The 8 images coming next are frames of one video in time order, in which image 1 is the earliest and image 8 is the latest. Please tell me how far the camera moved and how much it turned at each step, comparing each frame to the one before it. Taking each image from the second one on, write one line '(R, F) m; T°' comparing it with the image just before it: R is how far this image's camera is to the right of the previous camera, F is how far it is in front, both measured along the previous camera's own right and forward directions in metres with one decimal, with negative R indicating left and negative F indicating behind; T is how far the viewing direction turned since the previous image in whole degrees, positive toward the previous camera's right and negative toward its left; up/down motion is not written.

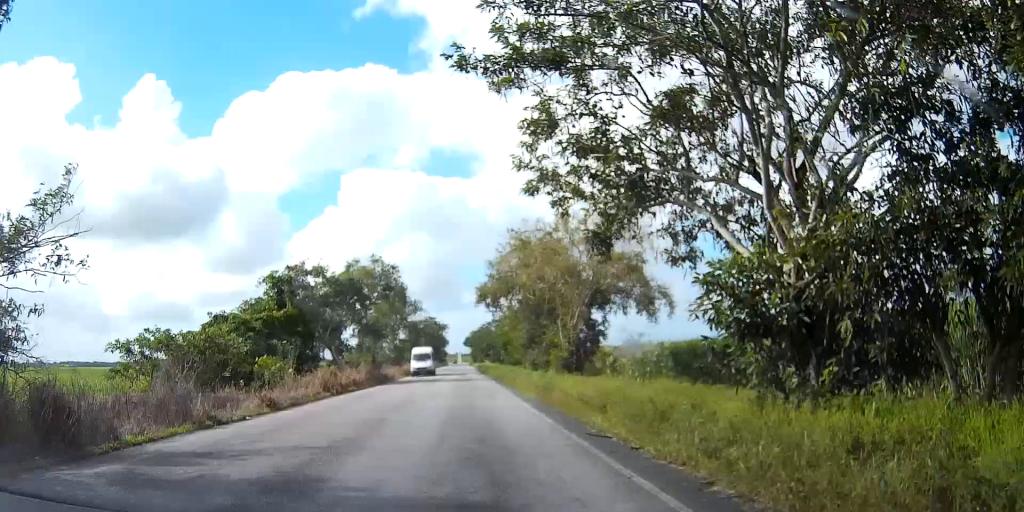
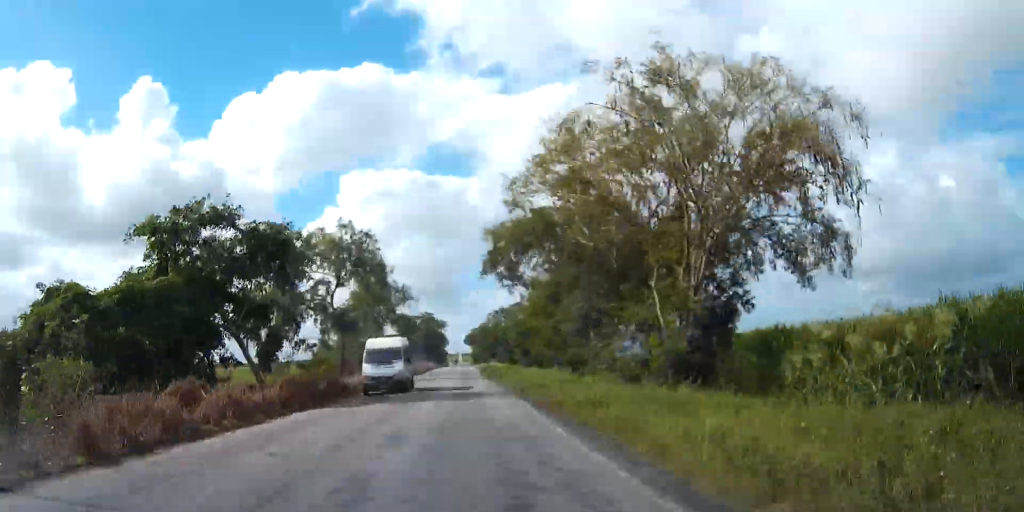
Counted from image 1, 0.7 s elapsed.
(0.0, +19.9) m; 0°
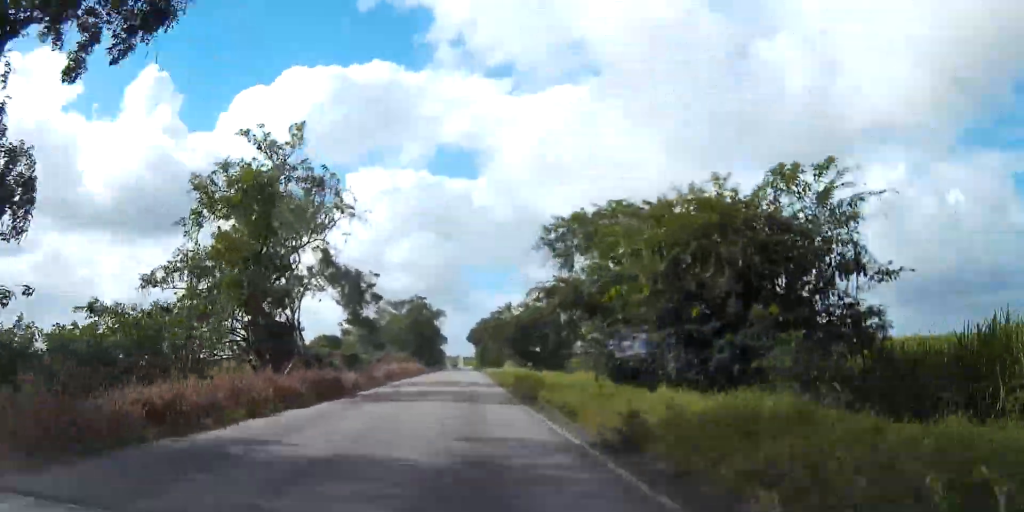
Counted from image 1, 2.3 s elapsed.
(+0.3, +44.4) m; +1°
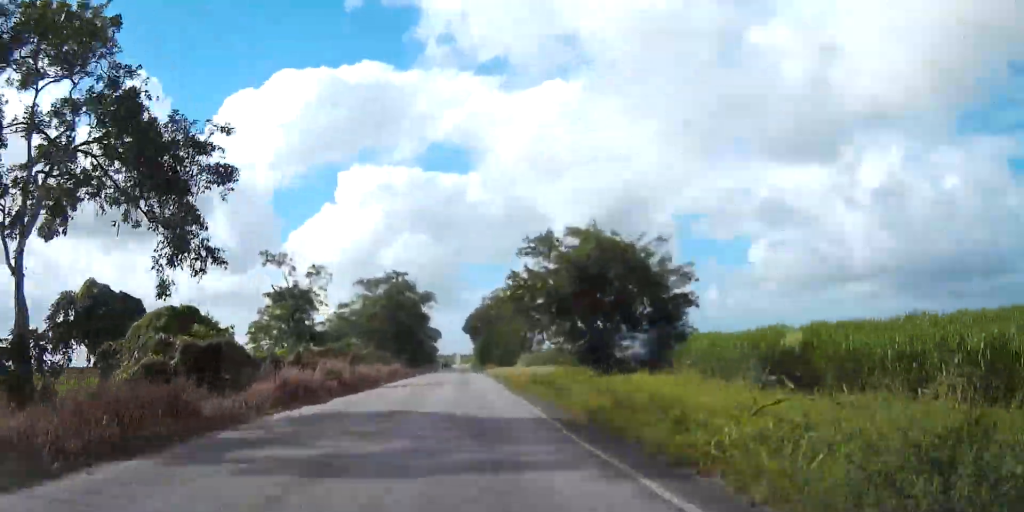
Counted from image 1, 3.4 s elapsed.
(+0.1, +29.8) m; 0°
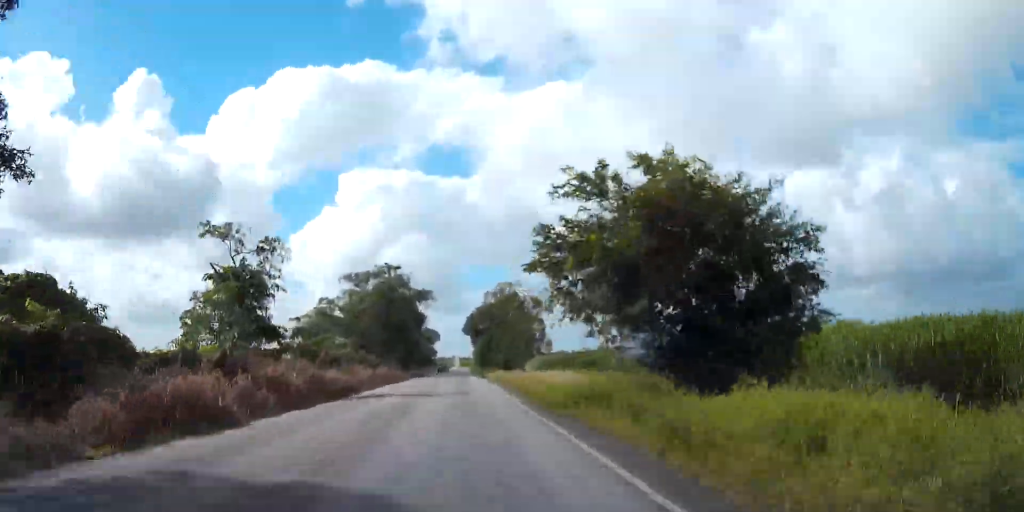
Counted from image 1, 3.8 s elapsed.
(0.0, +10.7) m; 0°
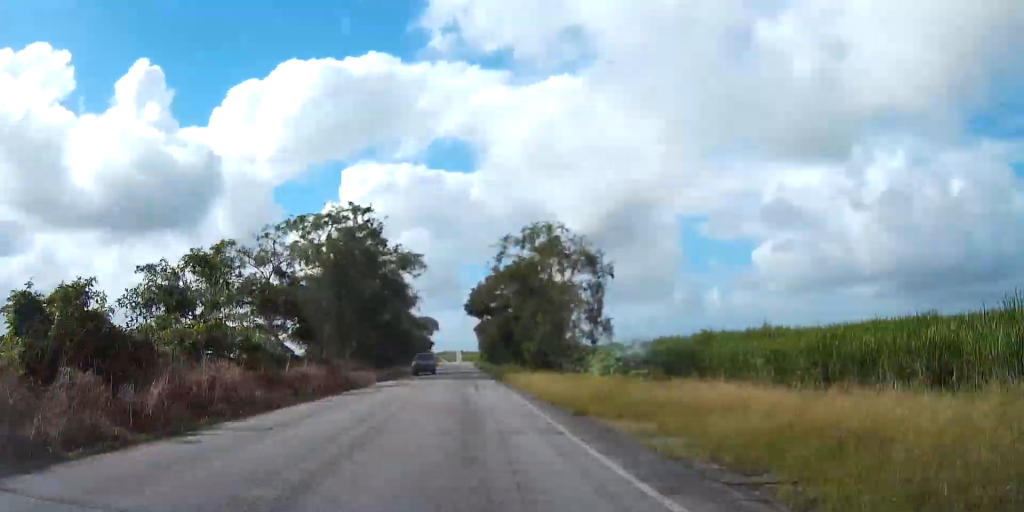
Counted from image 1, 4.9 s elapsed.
(0.0, +29.5) m; 0°
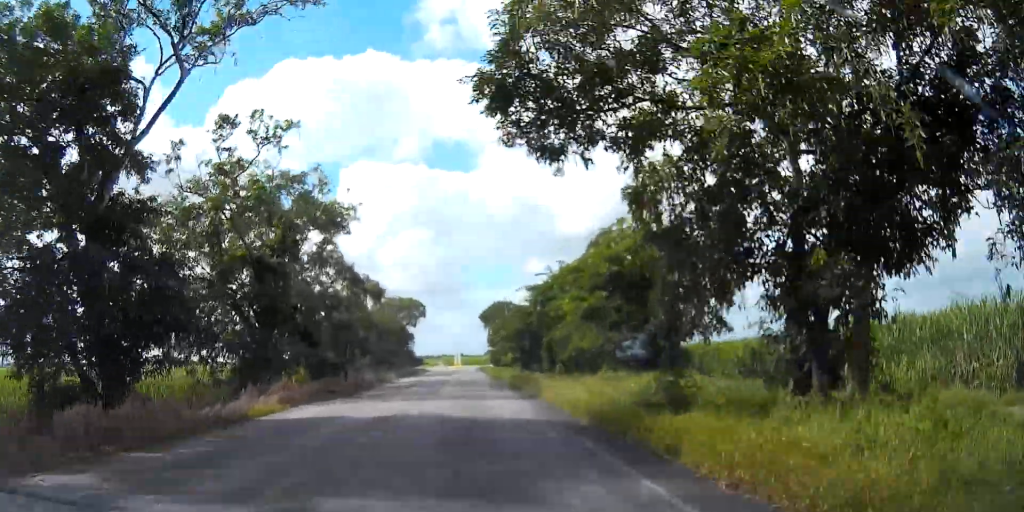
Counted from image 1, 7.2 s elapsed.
(-0.1, +55.5) m; 0°
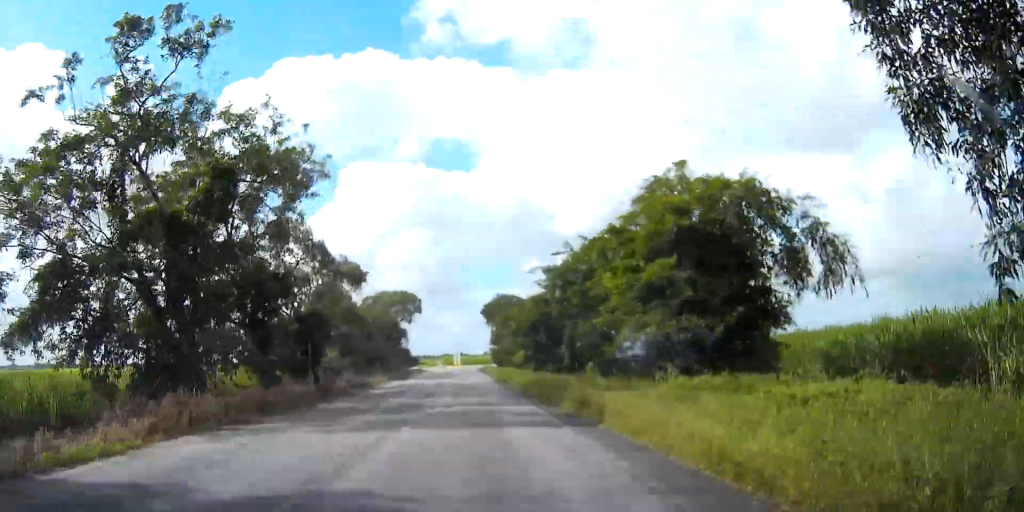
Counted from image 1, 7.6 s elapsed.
(0.0, +10.0) m; 0°
